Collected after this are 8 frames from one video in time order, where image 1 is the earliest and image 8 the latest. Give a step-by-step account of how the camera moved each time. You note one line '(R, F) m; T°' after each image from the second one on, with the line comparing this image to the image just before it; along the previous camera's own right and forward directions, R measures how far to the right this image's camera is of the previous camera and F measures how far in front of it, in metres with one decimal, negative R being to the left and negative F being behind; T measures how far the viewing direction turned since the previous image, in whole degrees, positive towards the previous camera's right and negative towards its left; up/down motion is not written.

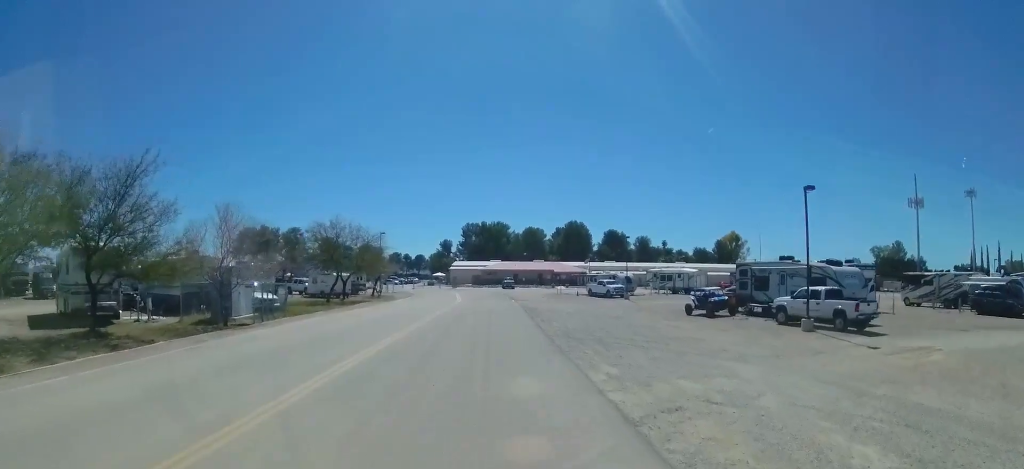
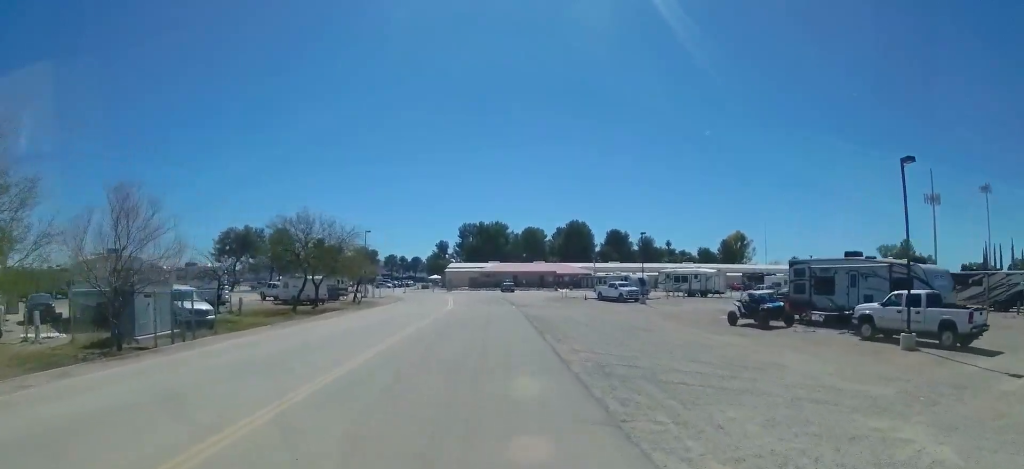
(0.0, +7.7) m; 0°
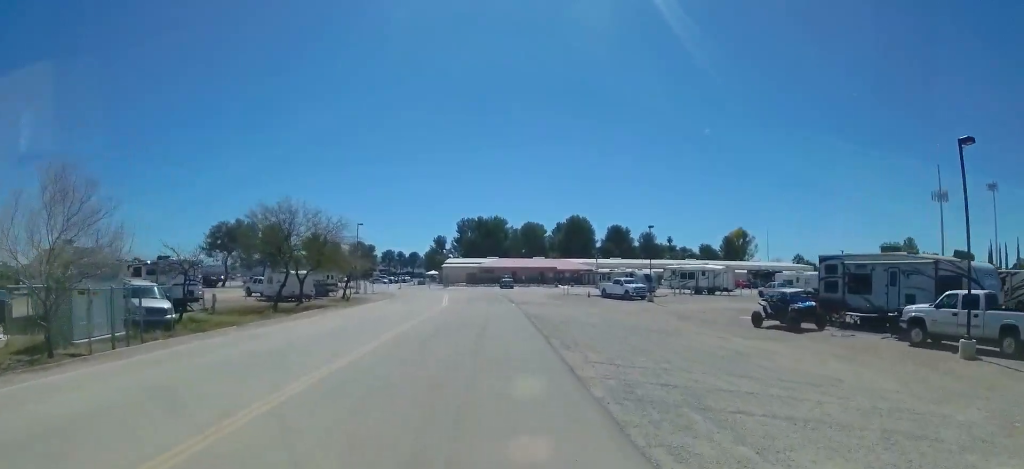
(0.0, +3.4) m; 0°
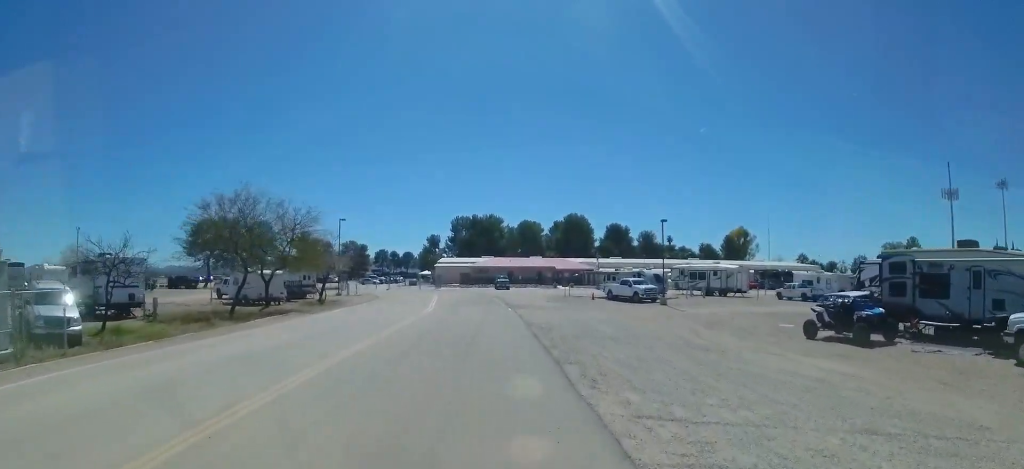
(0.0, +5.7) m; 0°
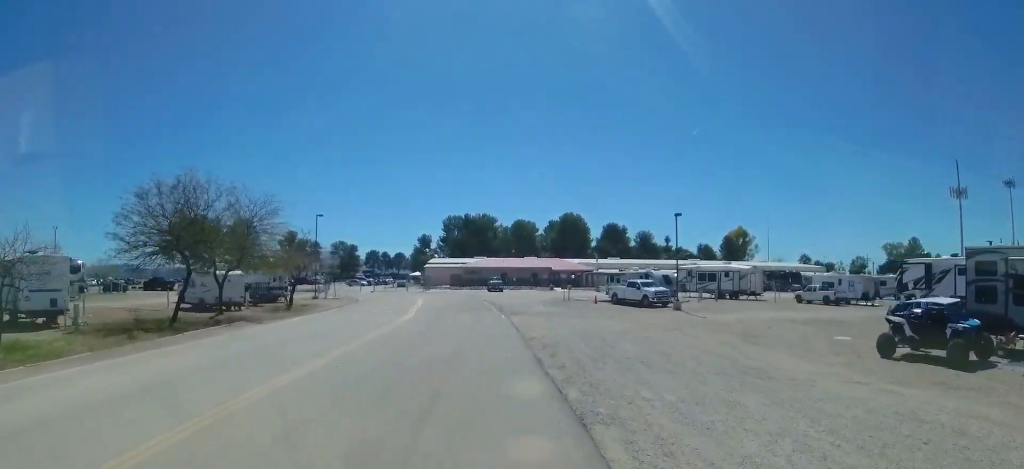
(0.0, +5.7) m; 0°
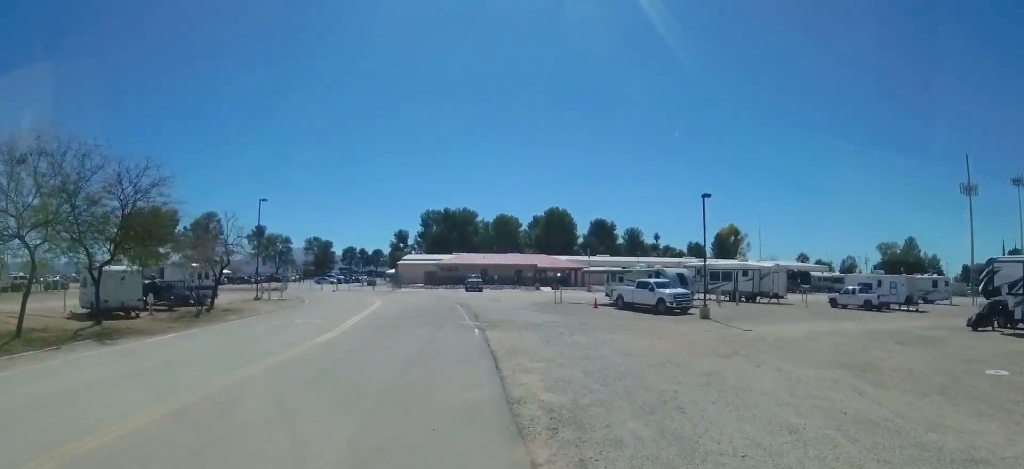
(0.0, +9.7) m; +2°
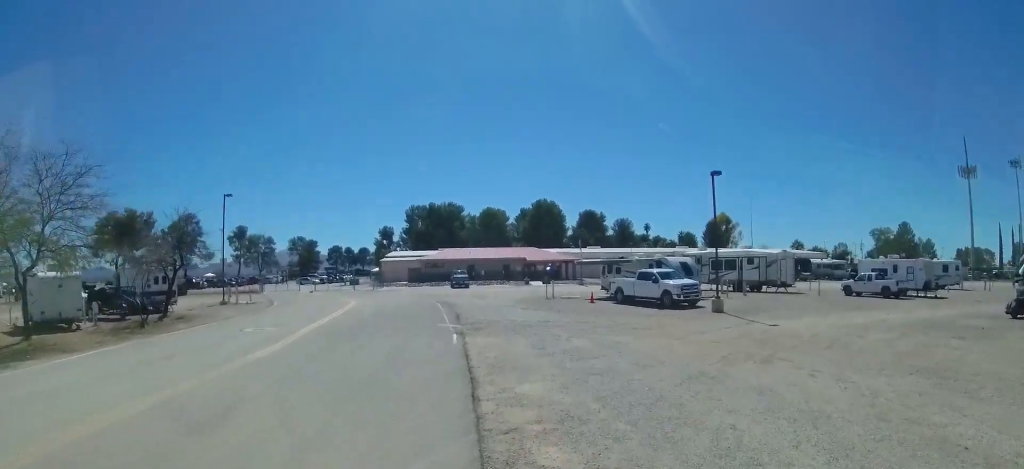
(0.0, +3.8) m; +5°
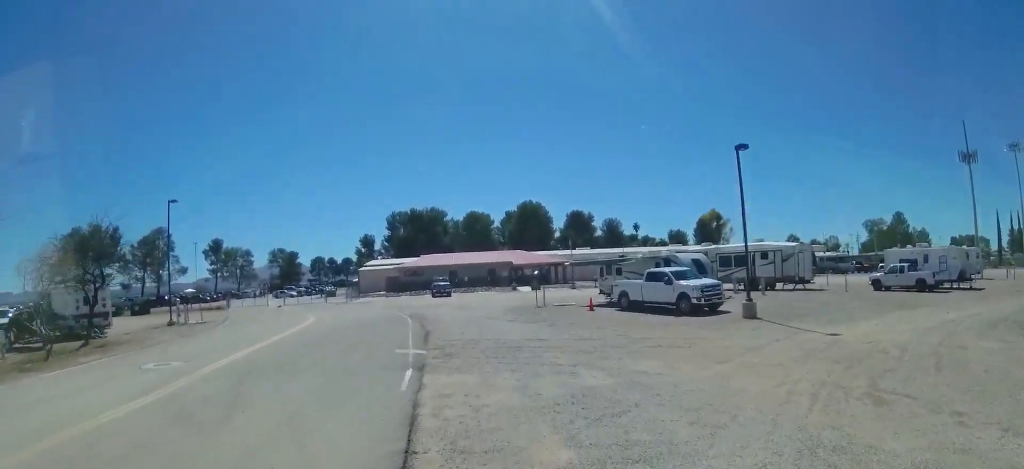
(+0.3, +5.5) m; +1°
